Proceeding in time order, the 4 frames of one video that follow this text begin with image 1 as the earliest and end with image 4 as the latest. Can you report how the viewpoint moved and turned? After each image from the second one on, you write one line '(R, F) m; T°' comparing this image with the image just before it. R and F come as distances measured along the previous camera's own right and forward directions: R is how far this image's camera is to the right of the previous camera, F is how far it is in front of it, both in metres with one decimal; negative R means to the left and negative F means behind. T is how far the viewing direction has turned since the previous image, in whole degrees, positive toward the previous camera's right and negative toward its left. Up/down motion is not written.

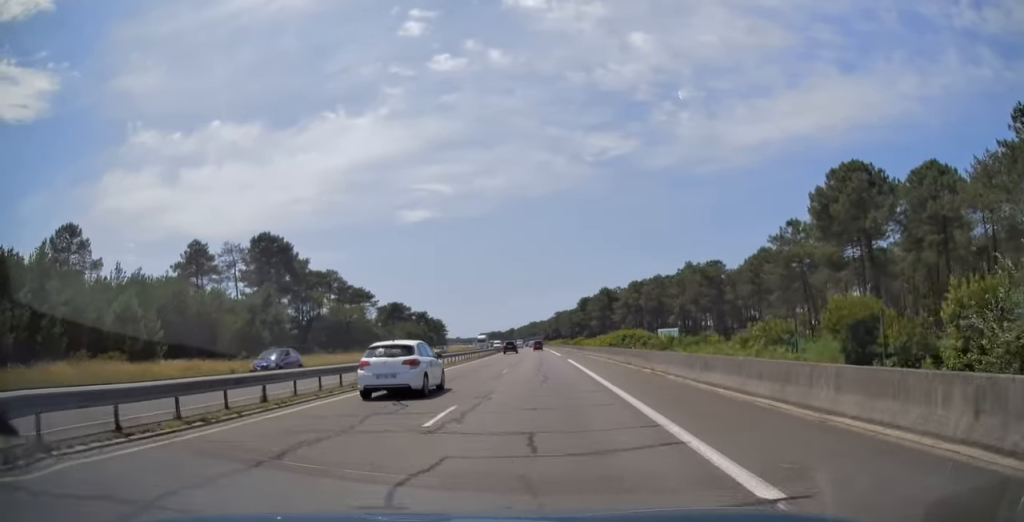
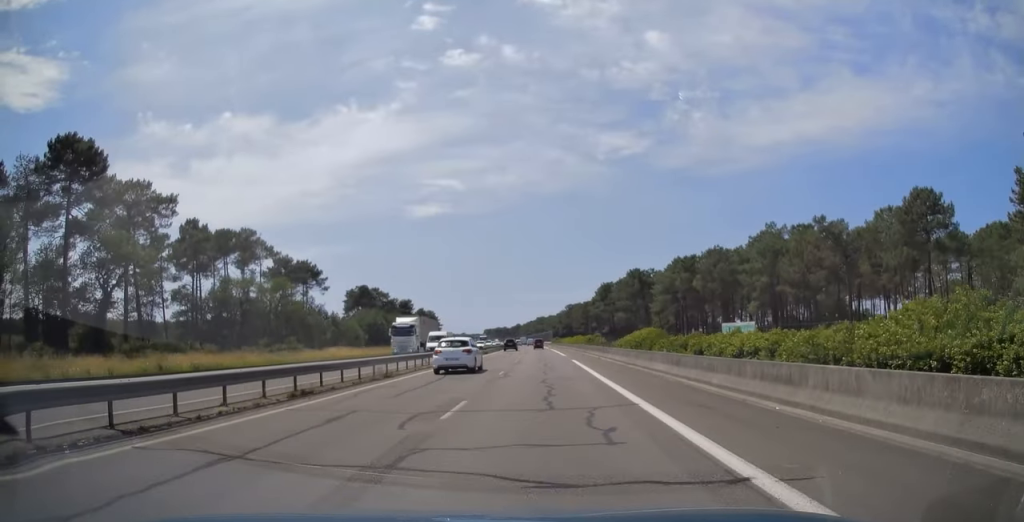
(+0.1, +56.3) m; 0°
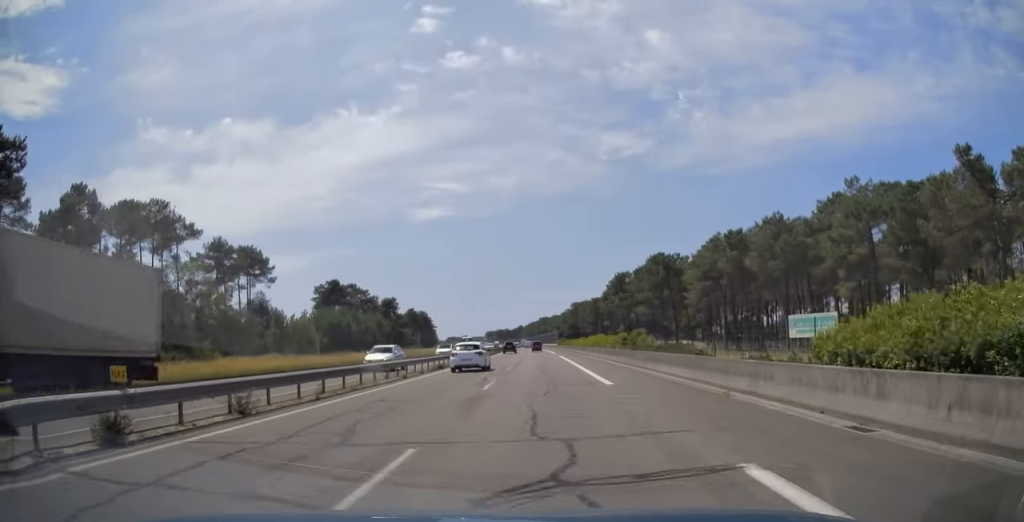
(-0.4, +31.9) m; 0°
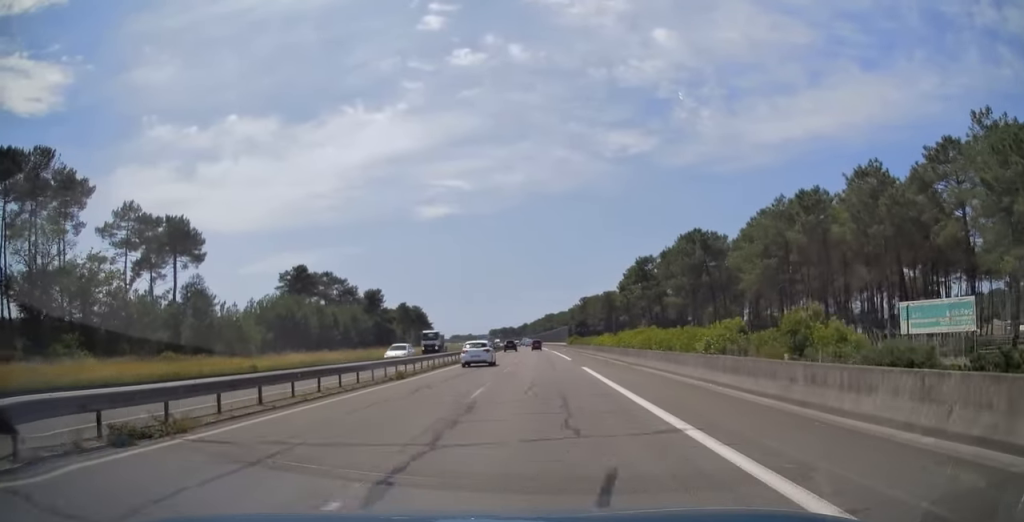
(+0.3, +28.5) m; 0°
